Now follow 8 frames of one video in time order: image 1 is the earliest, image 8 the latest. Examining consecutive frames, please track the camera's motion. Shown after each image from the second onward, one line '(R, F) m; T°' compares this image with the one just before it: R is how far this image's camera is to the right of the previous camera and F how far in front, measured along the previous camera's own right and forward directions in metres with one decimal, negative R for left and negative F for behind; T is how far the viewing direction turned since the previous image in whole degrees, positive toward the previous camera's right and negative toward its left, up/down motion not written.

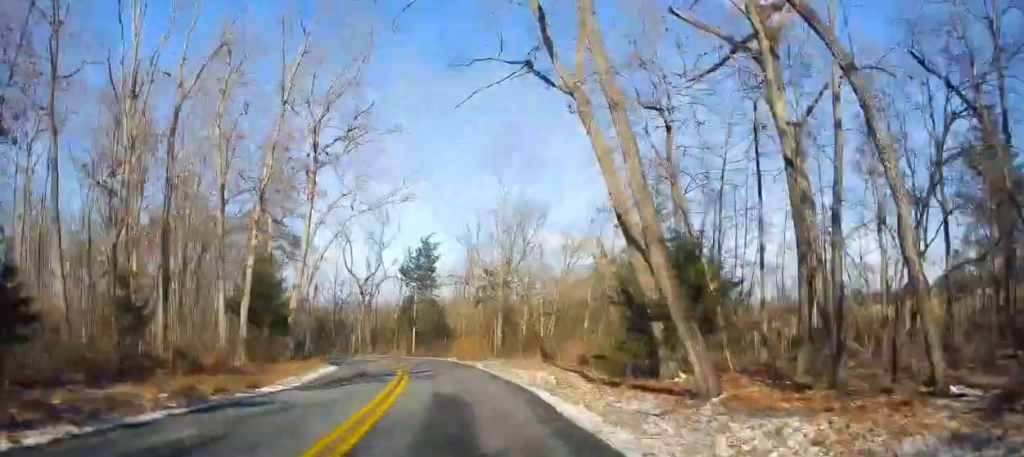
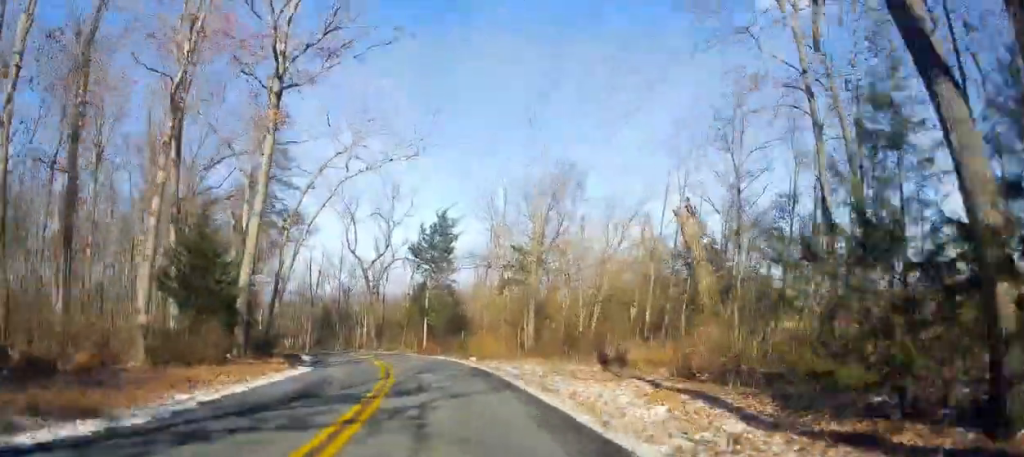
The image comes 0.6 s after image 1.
(+0.1, +9.3) m; -3°
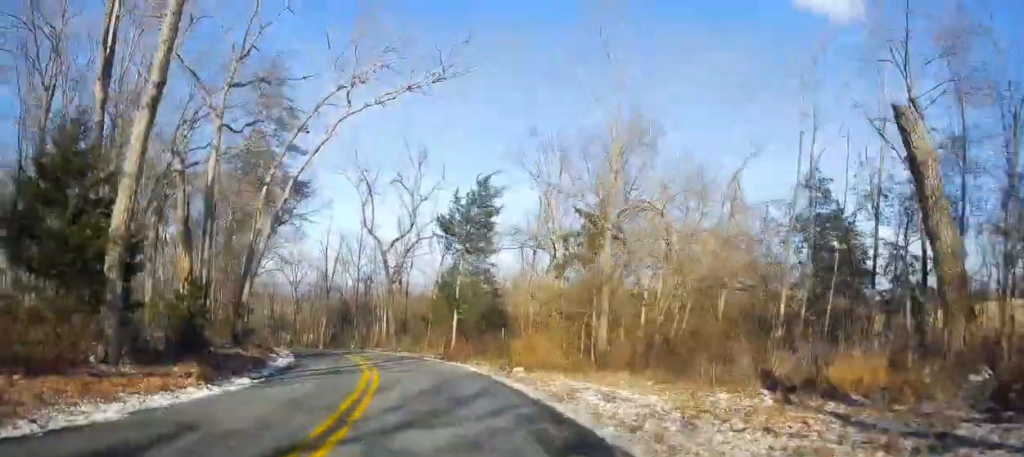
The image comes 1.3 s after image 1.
(-0.4, +10.3) m; -5°
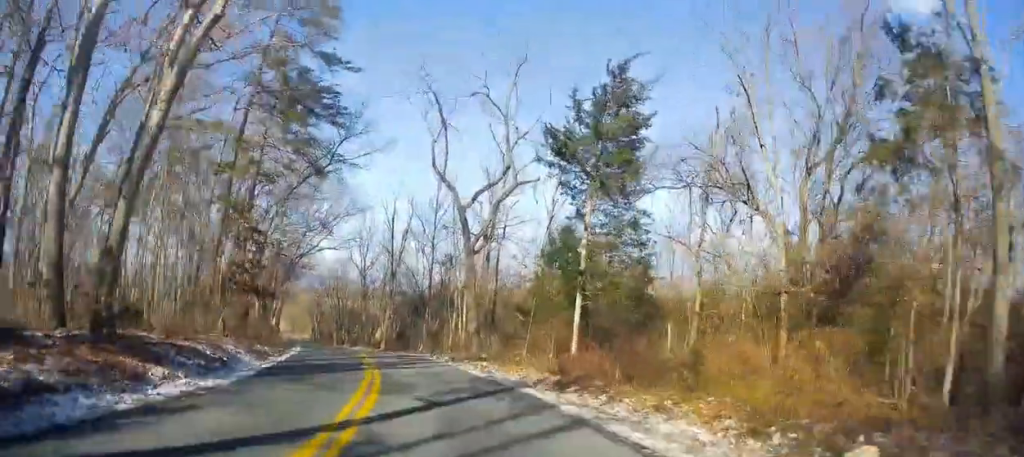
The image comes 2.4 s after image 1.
(-1.5, +16.5) m; -9°
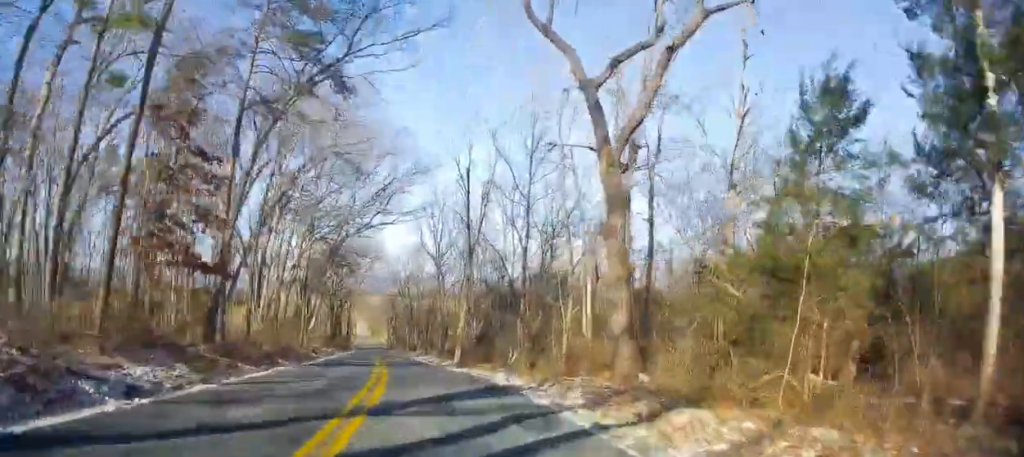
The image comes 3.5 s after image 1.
(-1.3, +17.1) m; -4°
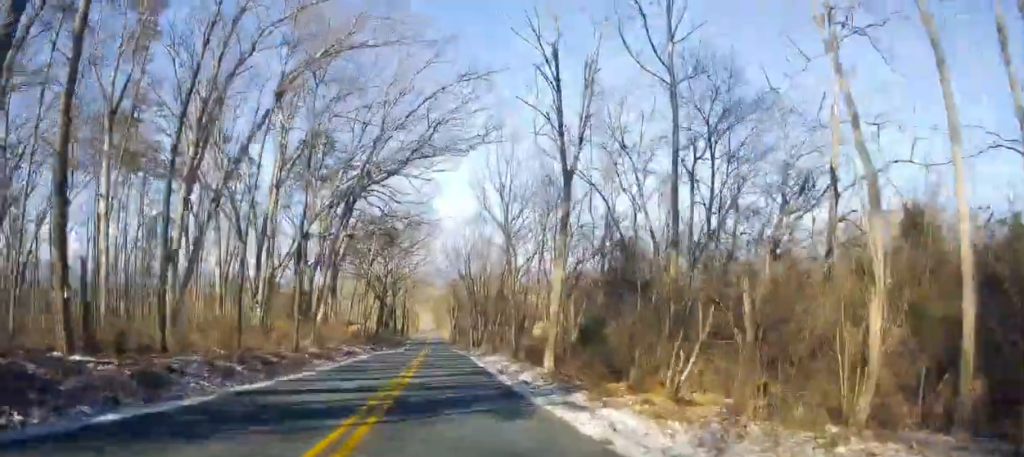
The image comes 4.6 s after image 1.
(+0.3, +17.0) m; -2°
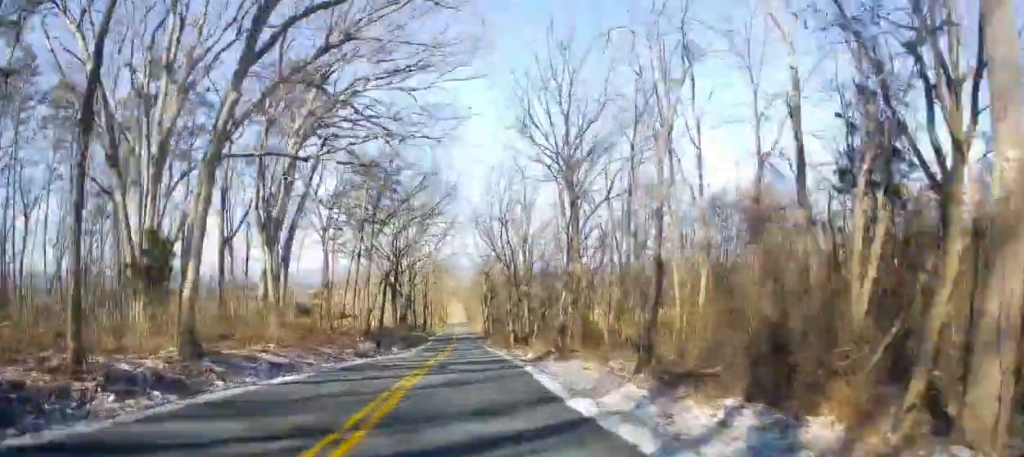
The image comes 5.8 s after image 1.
(-1.4, +18.3) m; -9°
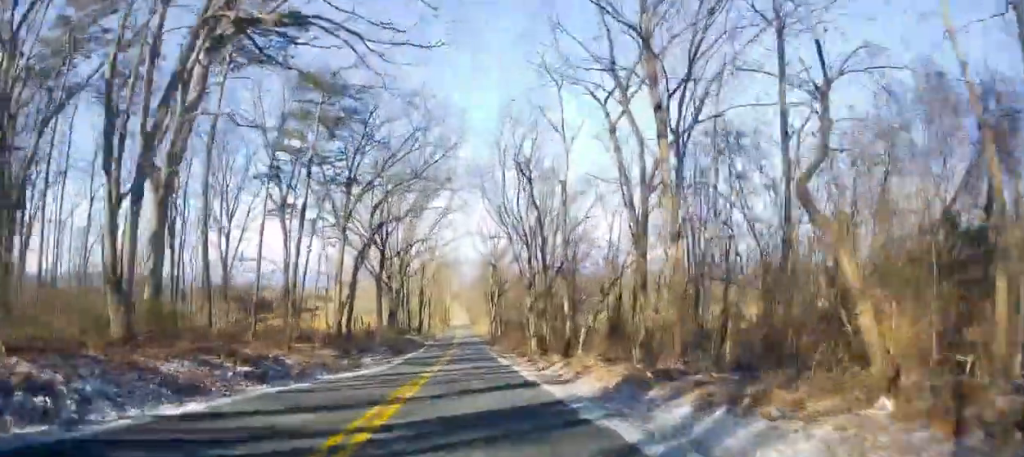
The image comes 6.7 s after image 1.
(-0.6, +12.9) m; -3°
